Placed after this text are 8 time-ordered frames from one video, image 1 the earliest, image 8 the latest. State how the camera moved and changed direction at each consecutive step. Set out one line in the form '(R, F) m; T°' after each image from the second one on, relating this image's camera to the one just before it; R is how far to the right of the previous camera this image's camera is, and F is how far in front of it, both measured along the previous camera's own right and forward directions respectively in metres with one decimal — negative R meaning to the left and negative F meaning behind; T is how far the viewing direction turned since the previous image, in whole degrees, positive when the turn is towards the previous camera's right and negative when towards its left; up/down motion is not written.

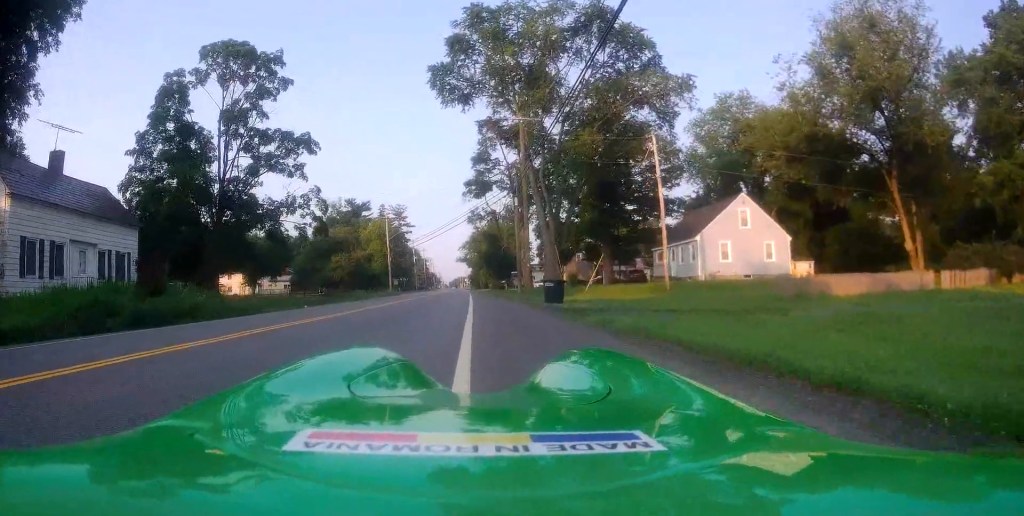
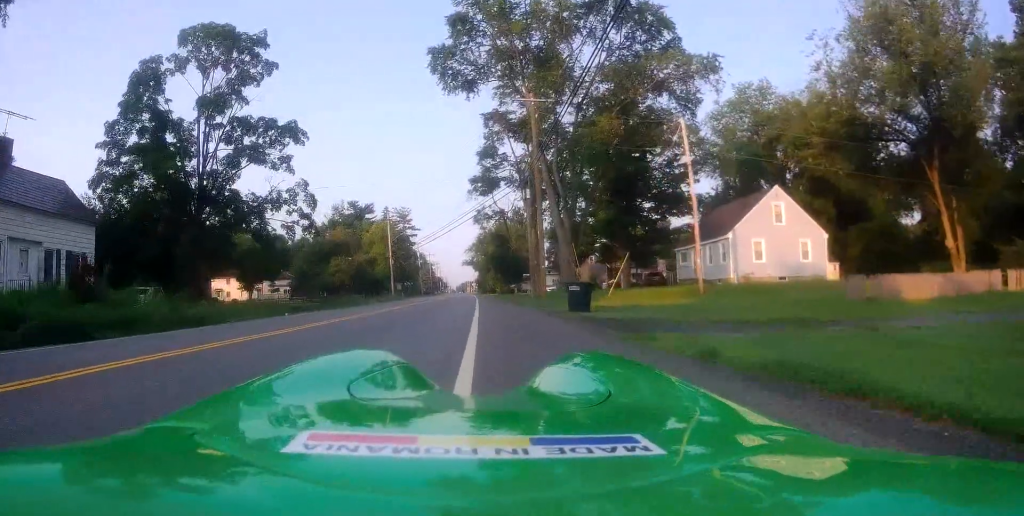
(0.0, +4.5) m; +1°
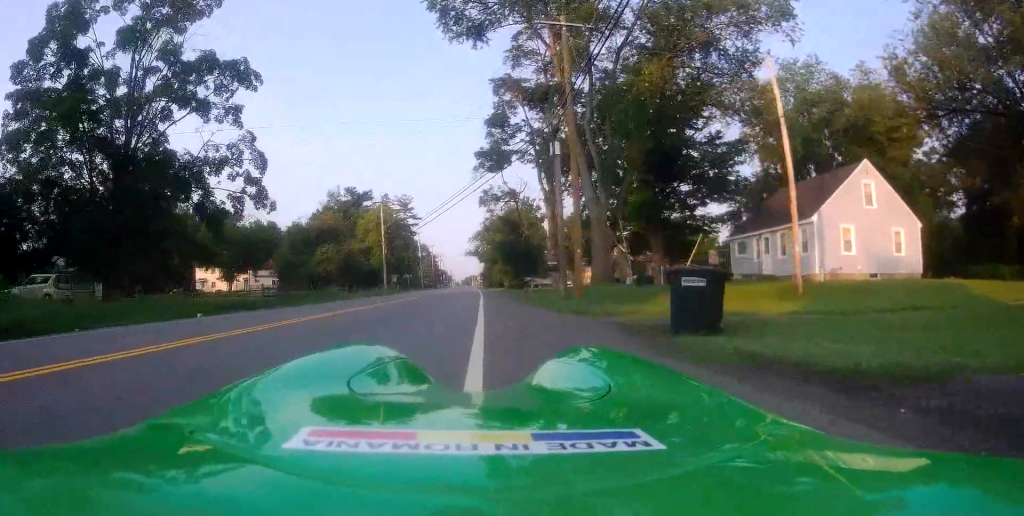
(+0.5, +10.3) m; +2°
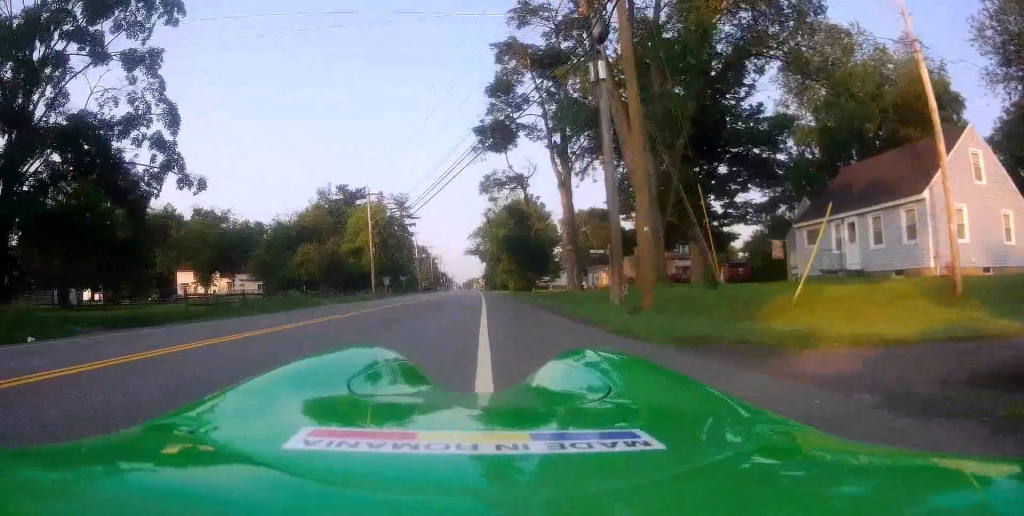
(-0.4, +9.1) m; -3°
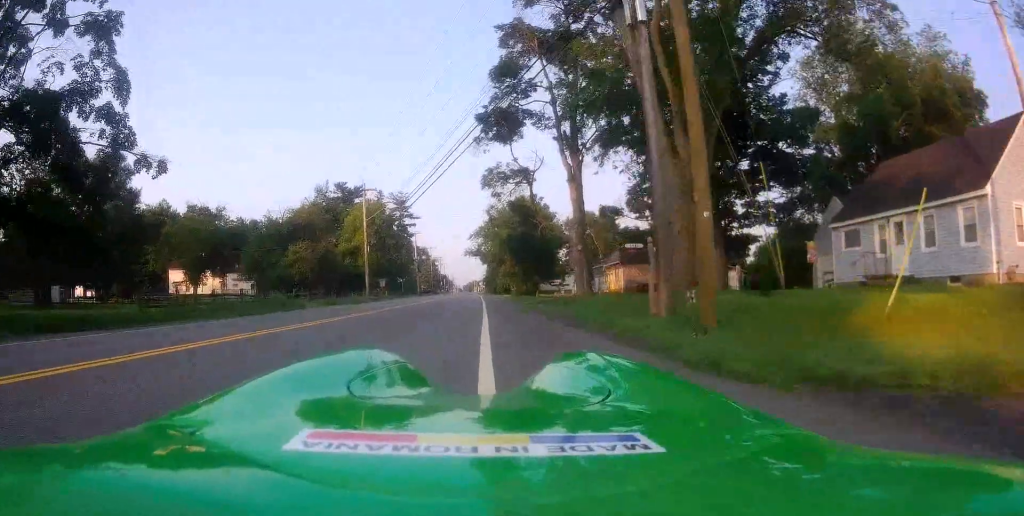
(0.0, +3.5) m; 0°
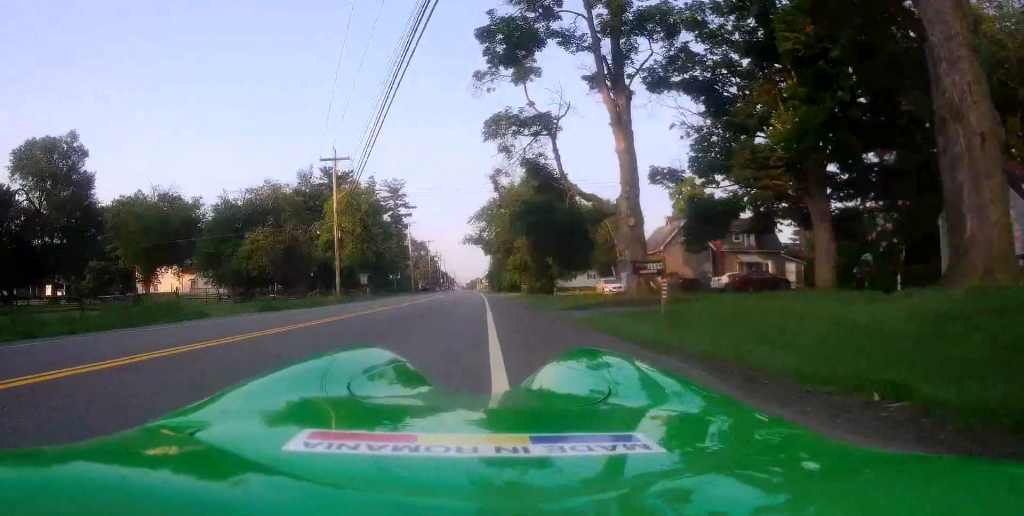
(+0.3, +12.9) m; +2°
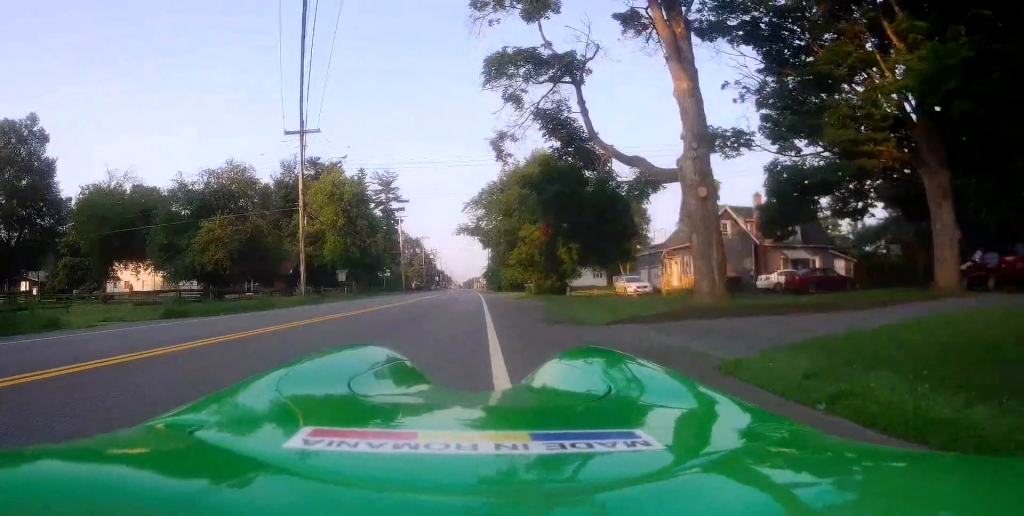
(0.0, +8.4) m; -1°
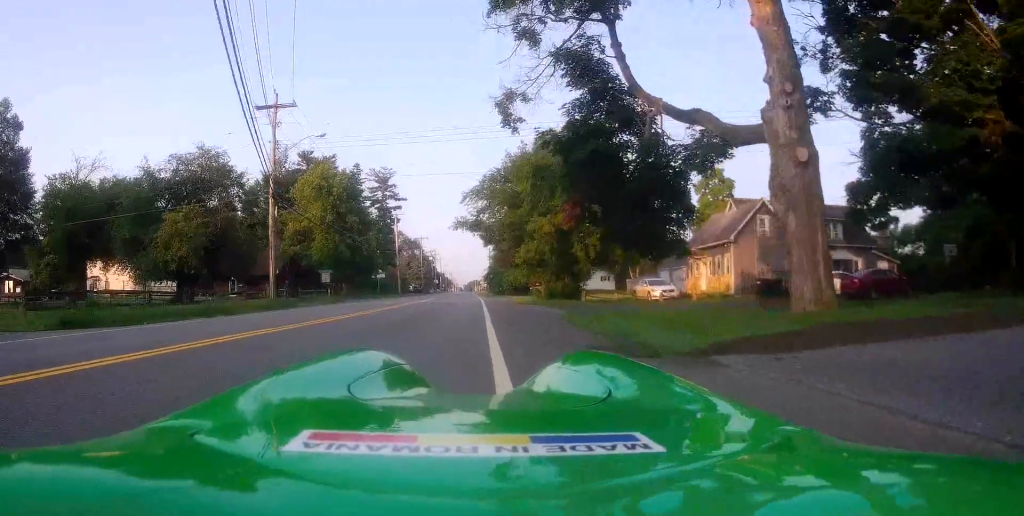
(0.0, +5.8) m; -2°
